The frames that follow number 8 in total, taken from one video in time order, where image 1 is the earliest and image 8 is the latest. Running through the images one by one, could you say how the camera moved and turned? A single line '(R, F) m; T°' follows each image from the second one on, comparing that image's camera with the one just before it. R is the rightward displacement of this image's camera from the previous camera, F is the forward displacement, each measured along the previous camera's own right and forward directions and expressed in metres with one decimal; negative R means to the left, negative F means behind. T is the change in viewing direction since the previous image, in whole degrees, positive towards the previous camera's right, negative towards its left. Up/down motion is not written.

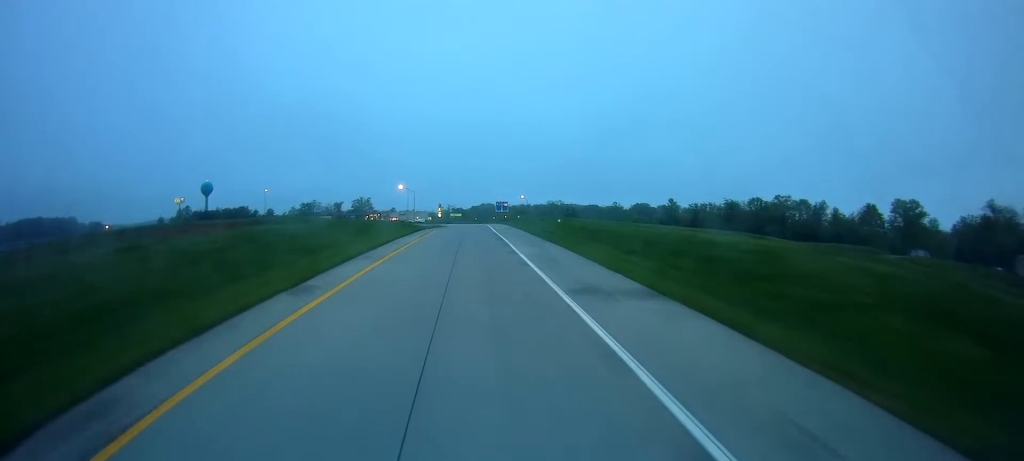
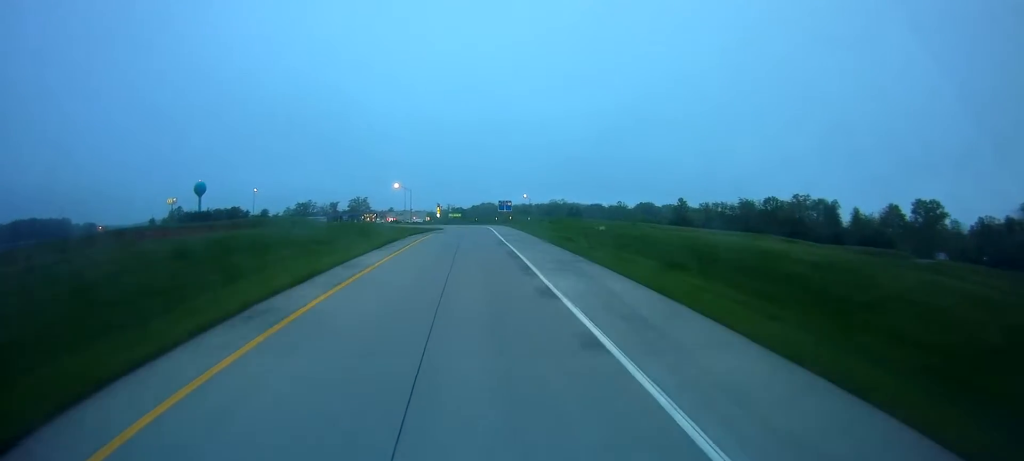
(-0.1, +12.6) m; 0°
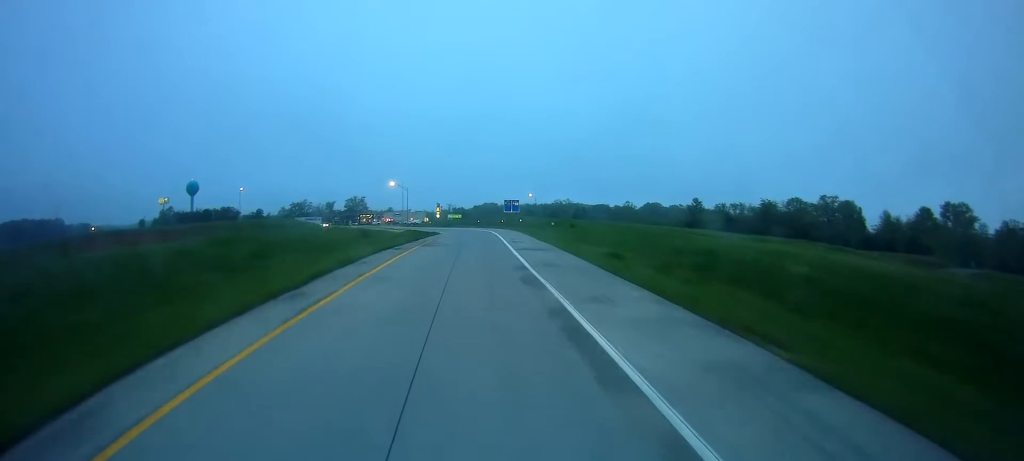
(+0.3, +15.7) m; +1°
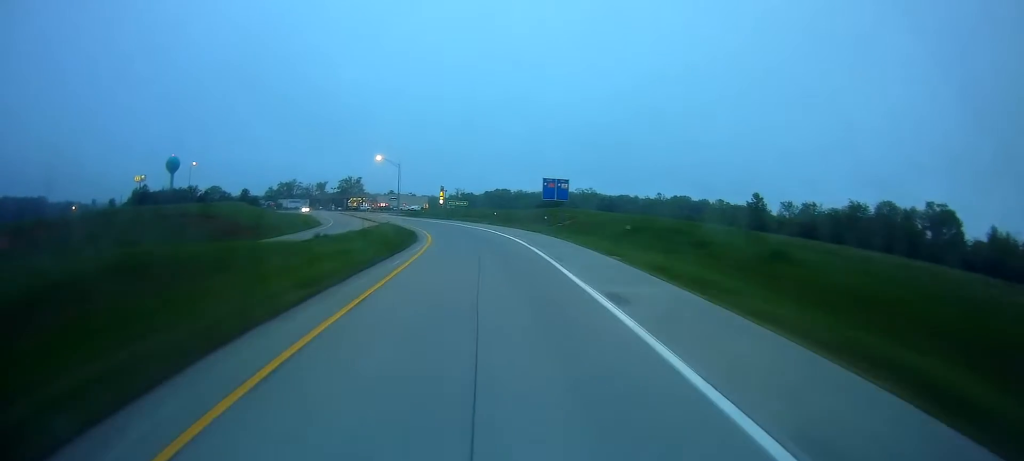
(-0.2, +46.9) m; -1°
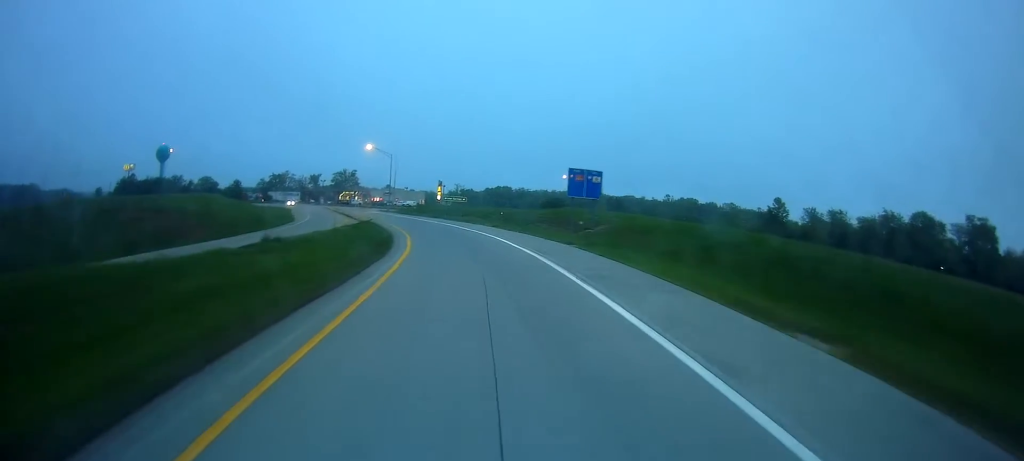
(-0.1, +15.4) m; -1°
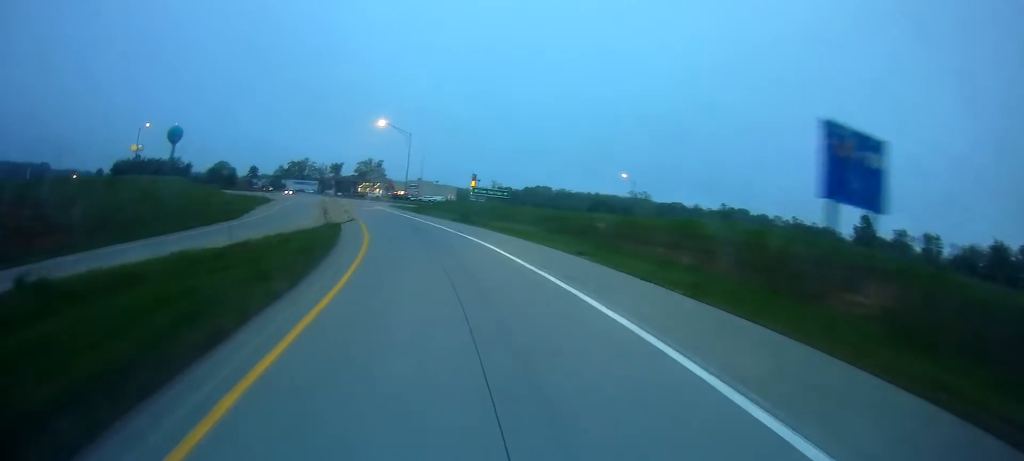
(-0.3, +30.5) m; -2°
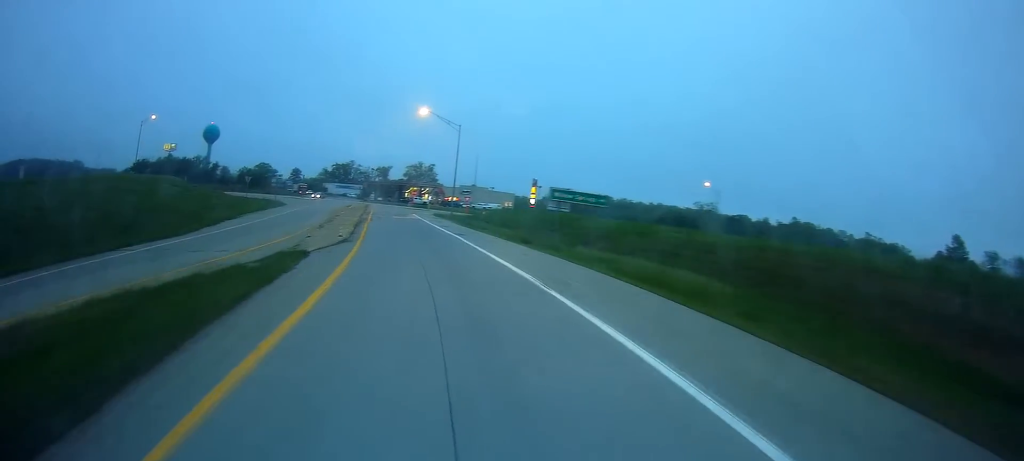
(-0.5, +19.8) m; -4°
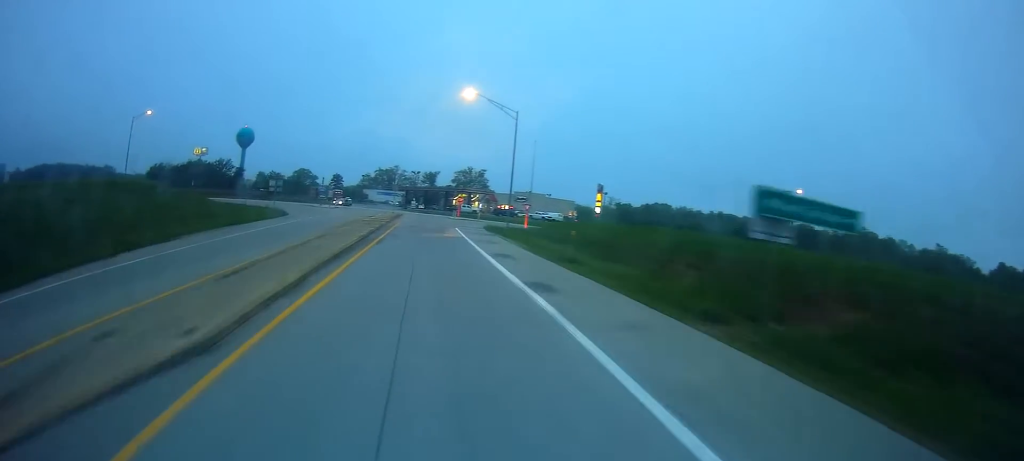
(-0.8, +19.5) m; -4°
